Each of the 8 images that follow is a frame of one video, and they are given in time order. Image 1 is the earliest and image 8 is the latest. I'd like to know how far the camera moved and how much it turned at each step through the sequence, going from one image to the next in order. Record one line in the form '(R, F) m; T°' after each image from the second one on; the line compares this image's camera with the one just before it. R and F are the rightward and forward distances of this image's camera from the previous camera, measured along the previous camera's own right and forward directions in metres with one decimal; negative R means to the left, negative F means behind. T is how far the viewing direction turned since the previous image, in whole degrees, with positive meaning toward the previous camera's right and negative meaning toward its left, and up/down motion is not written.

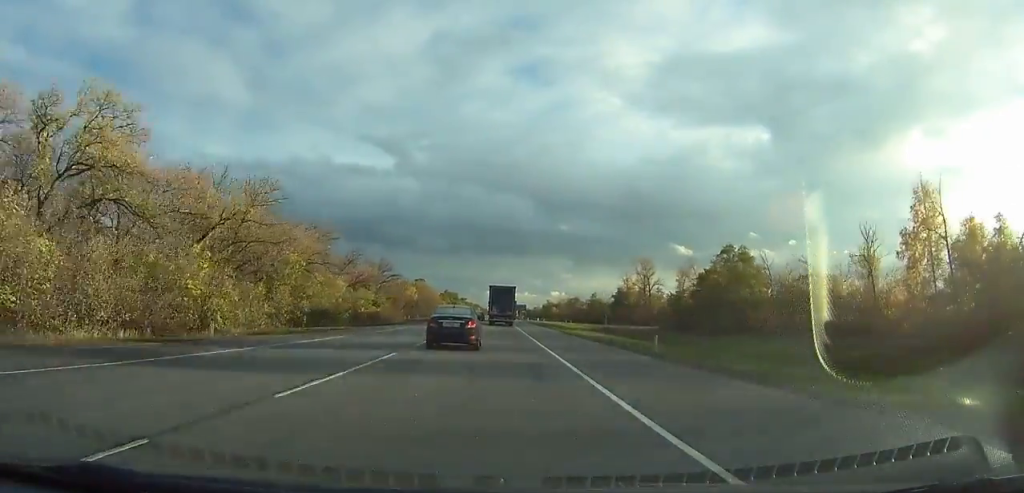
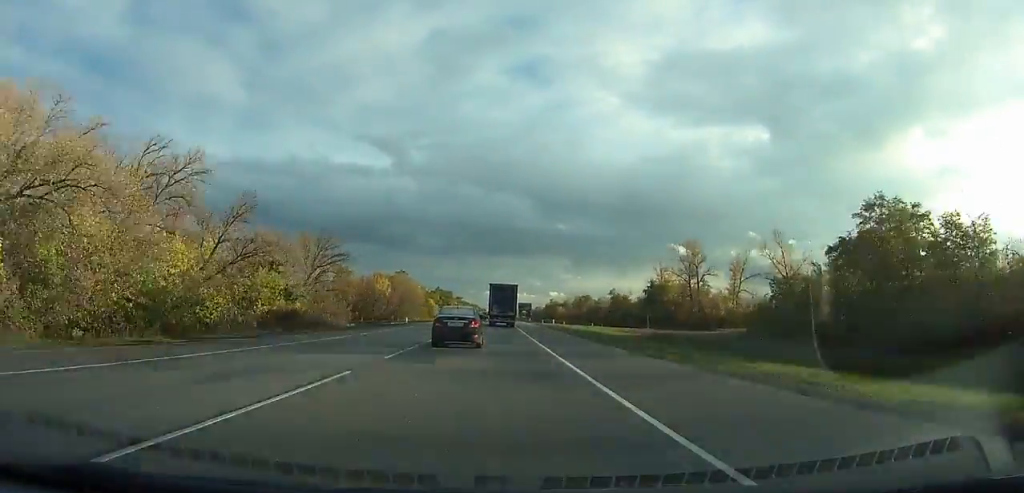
(-0.1, +39.1) m; 0°
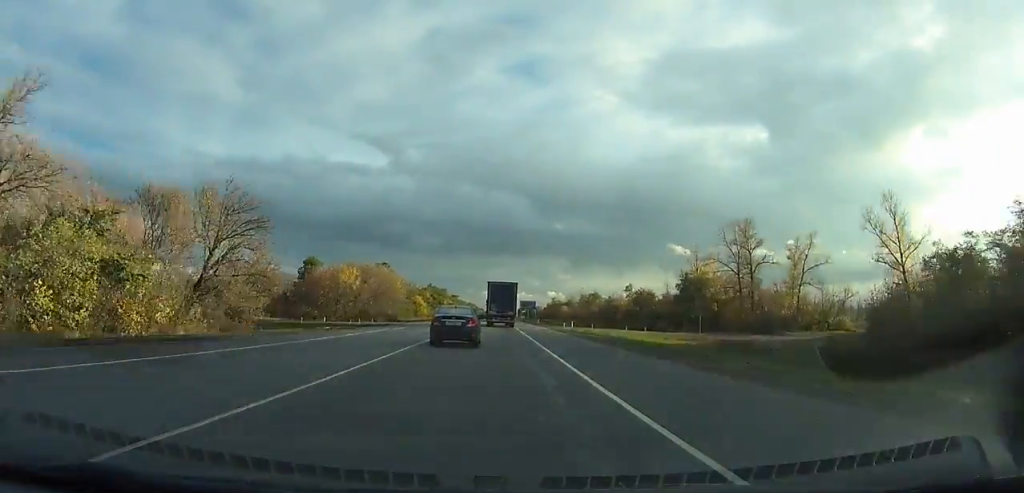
(0.0, +28.4) m; 0°
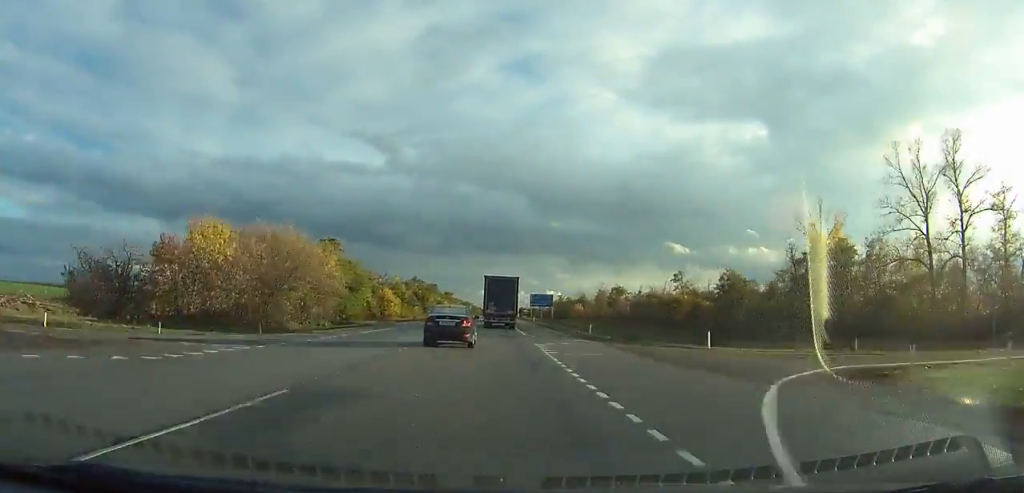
(0.0, +48.1) m; 0°
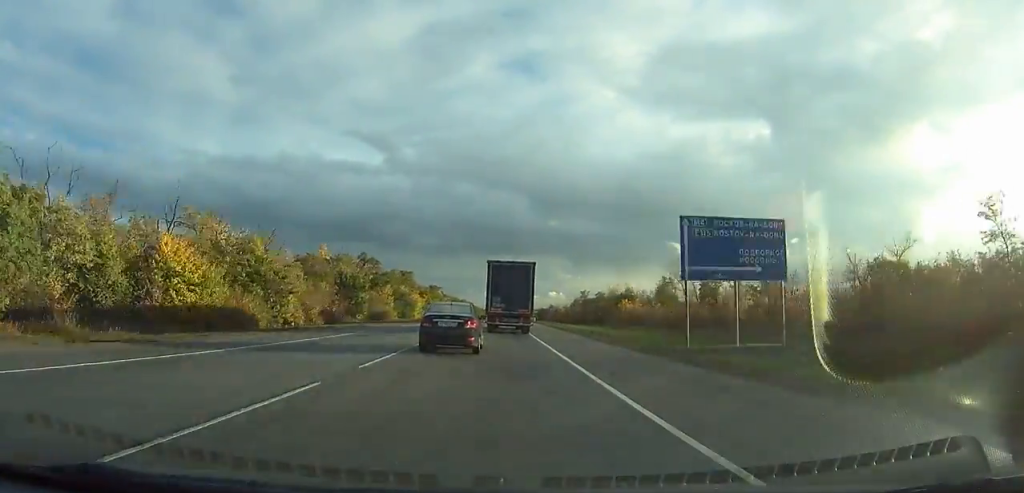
(-0.2, +85.3) m; 0°
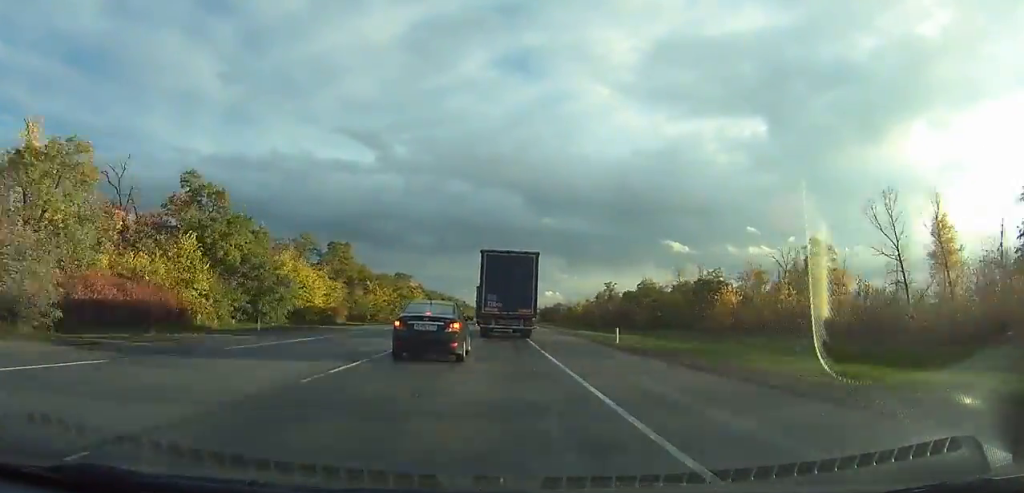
(-0.1, +76.3) m; 0°
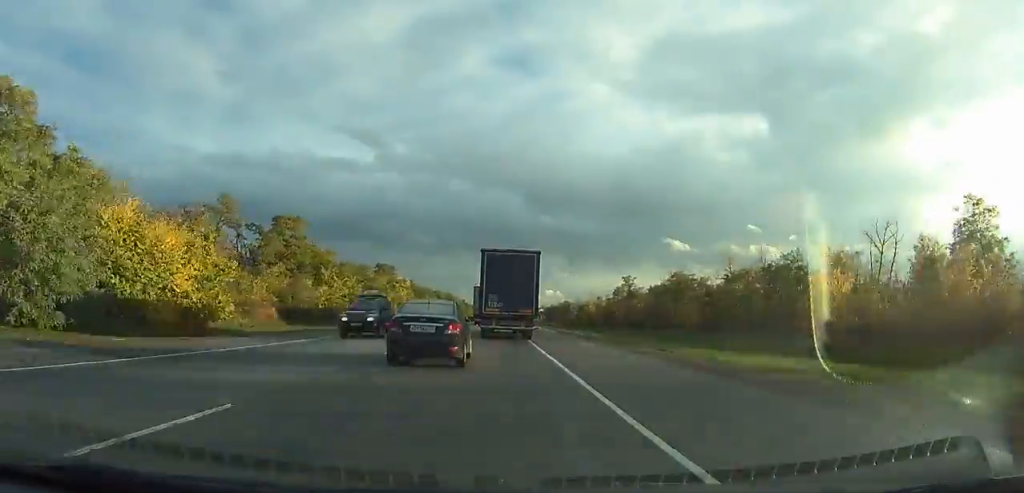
(+0.2, +30.7) m; 0°
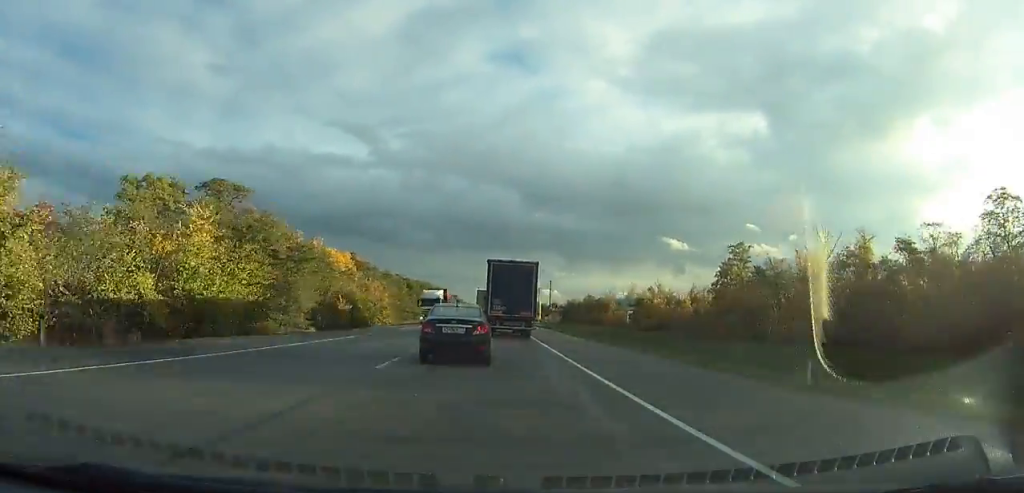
(-0.4, +90.1) m; 0°
